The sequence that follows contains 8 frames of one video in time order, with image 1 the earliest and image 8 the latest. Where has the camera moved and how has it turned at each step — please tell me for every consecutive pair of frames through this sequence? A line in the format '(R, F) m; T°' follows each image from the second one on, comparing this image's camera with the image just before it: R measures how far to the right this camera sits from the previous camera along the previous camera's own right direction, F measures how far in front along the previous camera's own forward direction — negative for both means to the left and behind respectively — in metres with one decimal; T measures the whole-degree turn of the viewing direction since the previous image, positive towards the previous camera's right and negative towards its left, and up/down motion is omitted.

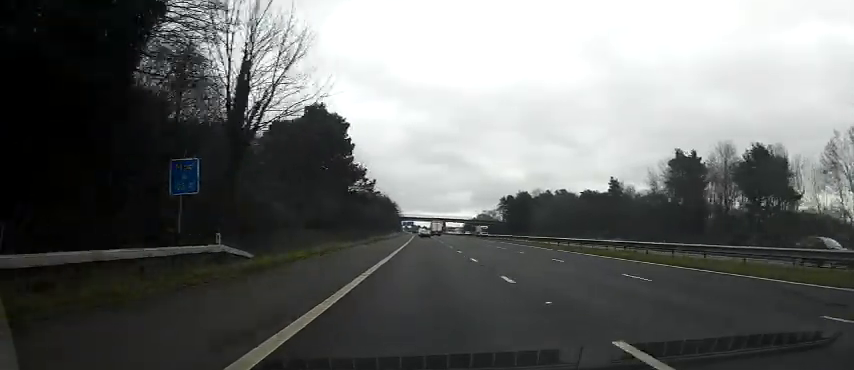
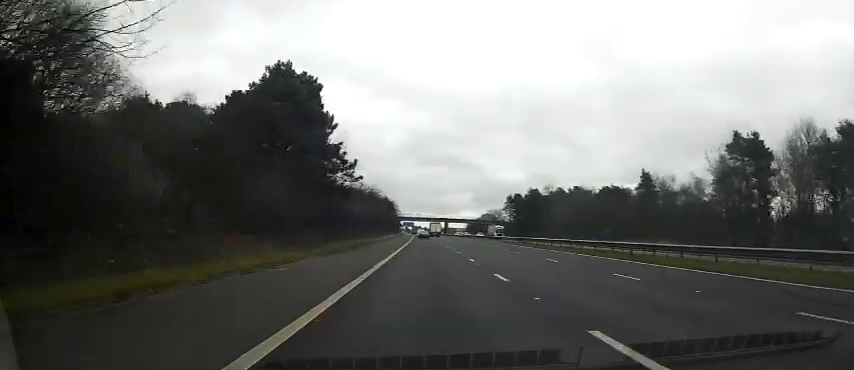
(+0.1, +17.0) m; 0°
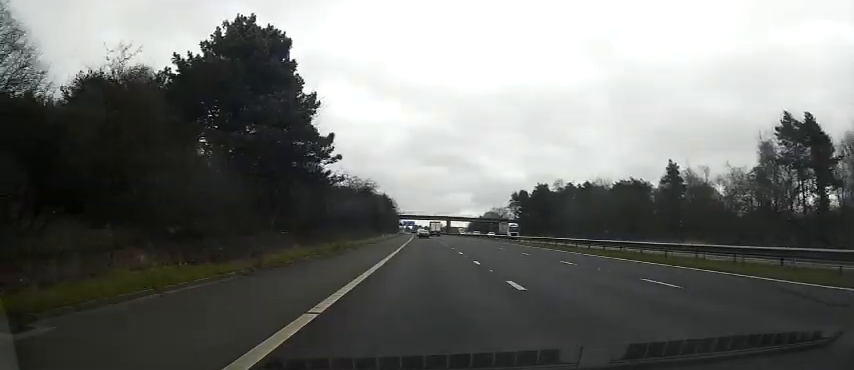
(+0.1, +10.6) m; 0°
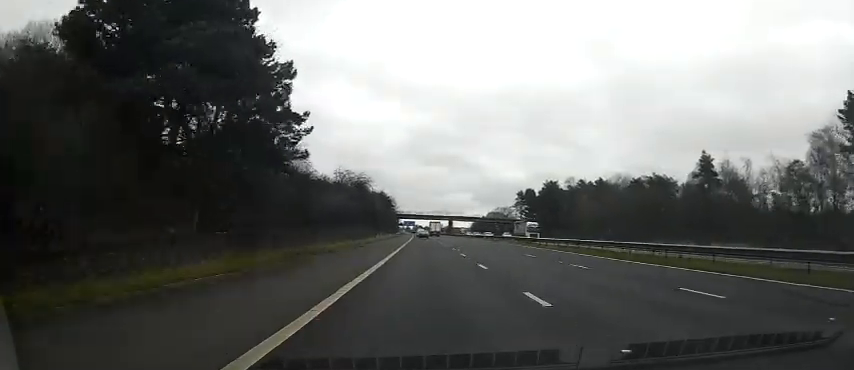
(0.0, +11.7) m; 0°
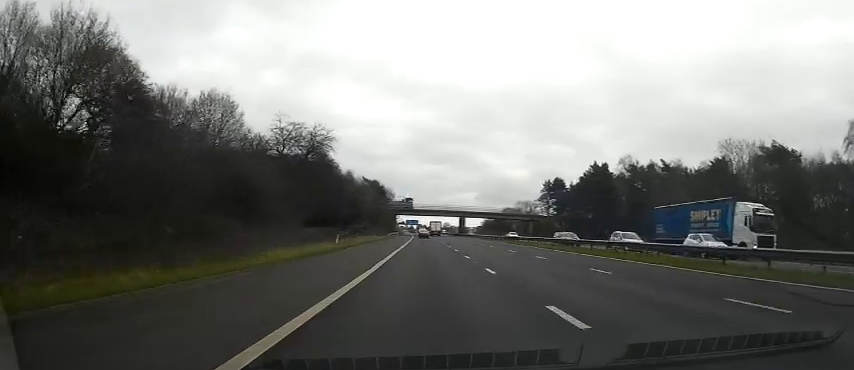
(-0.2, +37.2) m; 0°
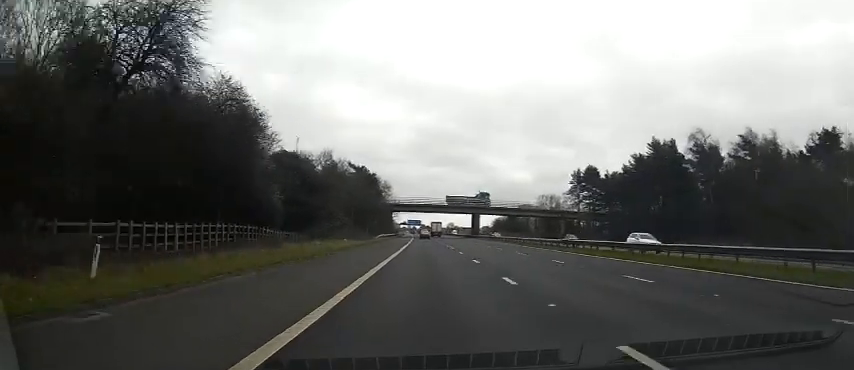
(-0.1, +29.7) m; -1°
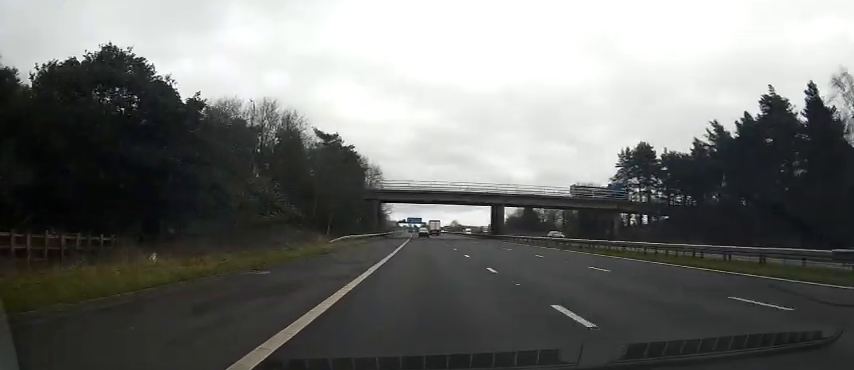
(-0.1, +32.0) m; +1°
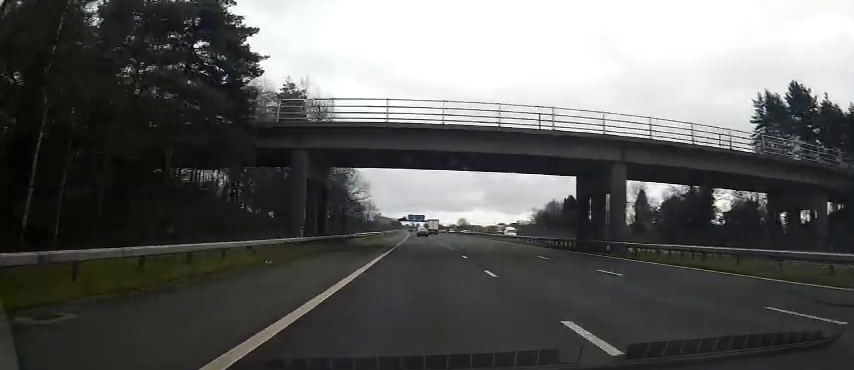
(+0.2, +45.9) m; -1°
